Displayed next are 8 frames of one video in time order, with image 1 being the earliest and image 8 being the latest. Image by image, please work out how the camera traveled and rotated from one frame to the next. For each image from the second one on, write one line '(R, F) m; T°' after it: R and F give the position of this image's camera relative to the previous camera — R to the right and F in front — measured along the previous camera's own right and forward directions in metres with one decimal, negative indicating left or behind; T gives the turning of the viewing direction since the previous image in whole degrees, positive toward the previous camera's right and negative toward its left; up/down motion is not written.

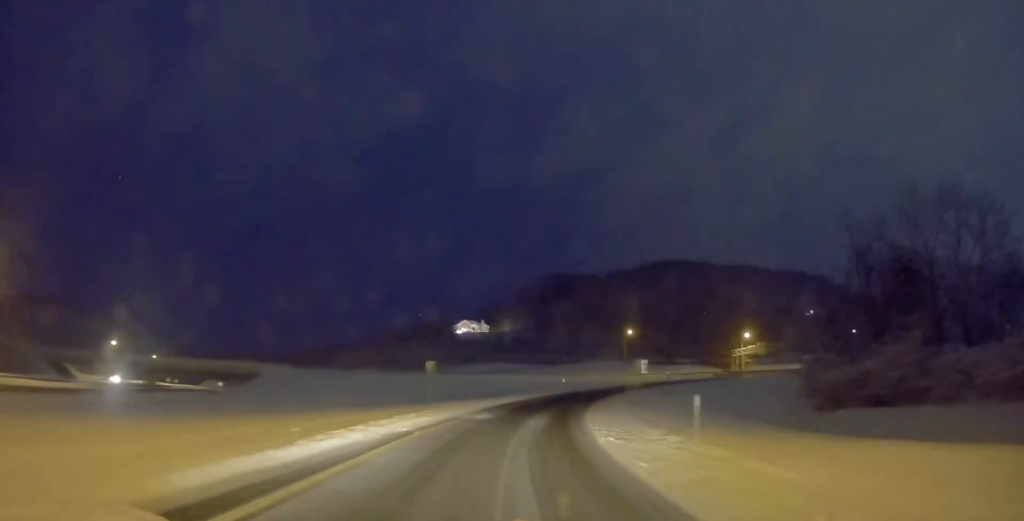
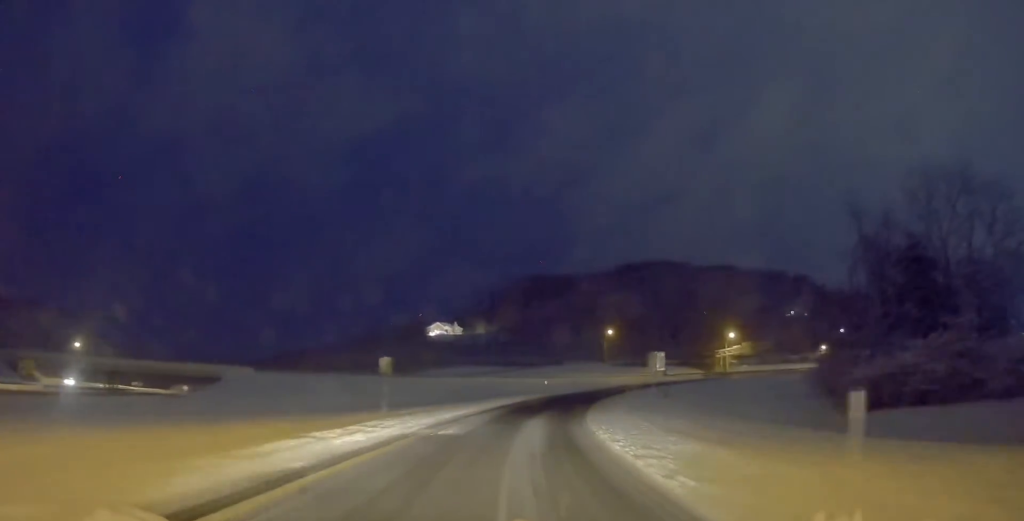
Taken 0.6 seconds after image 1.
(+0.4, +7.6) m; +4°
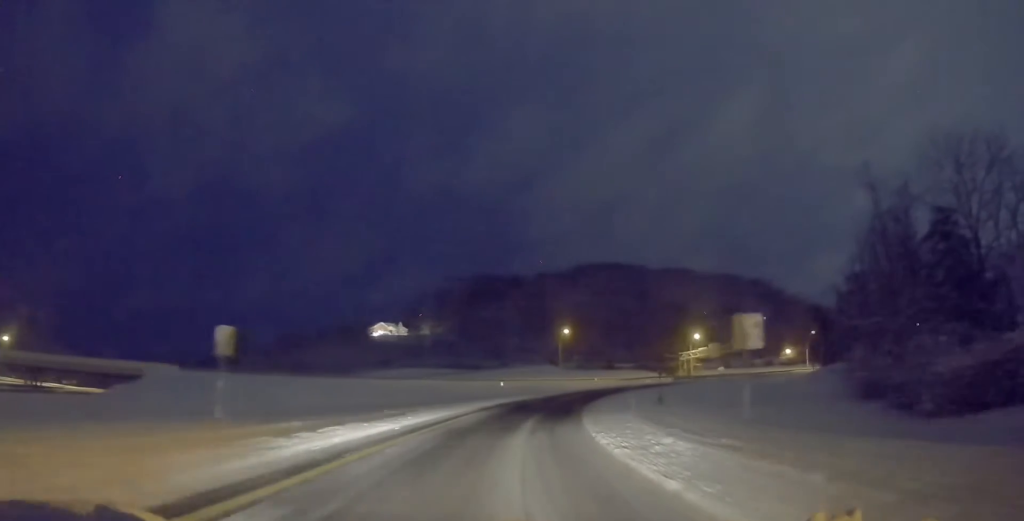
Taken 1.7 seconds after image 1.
(+0.8, +13.6) m; +4°
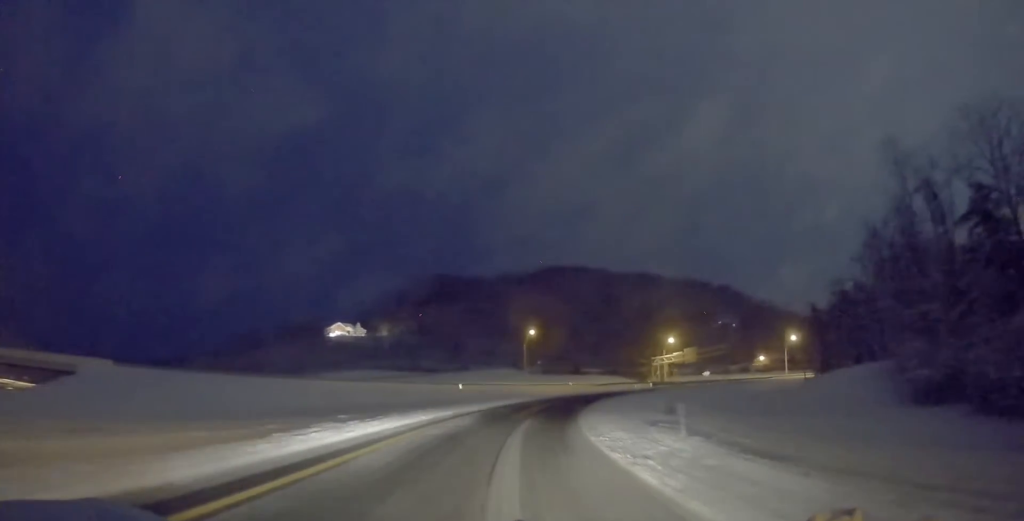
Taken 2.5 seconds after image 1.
(+0.2, +10.9) m; +2°
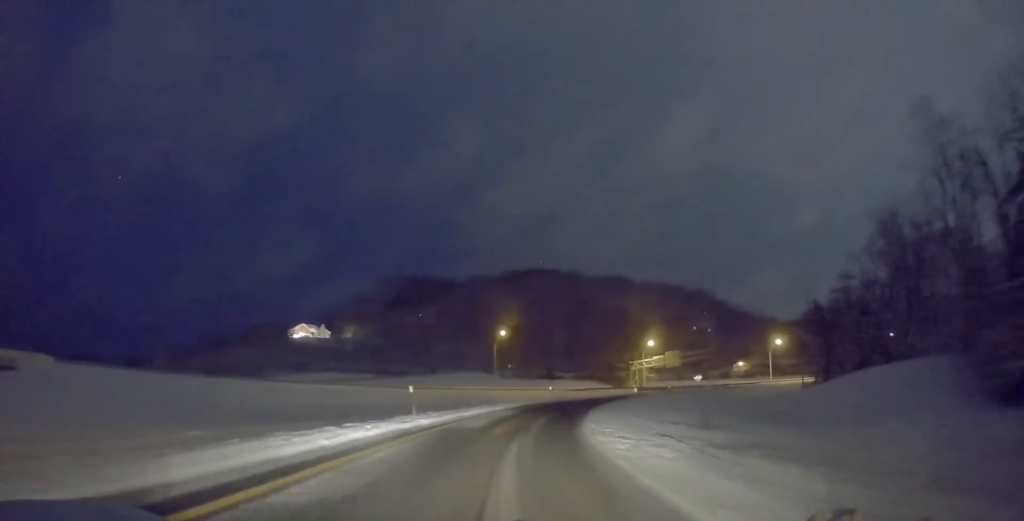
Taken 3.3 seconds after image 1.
(0.0, +9.9) m; +3°
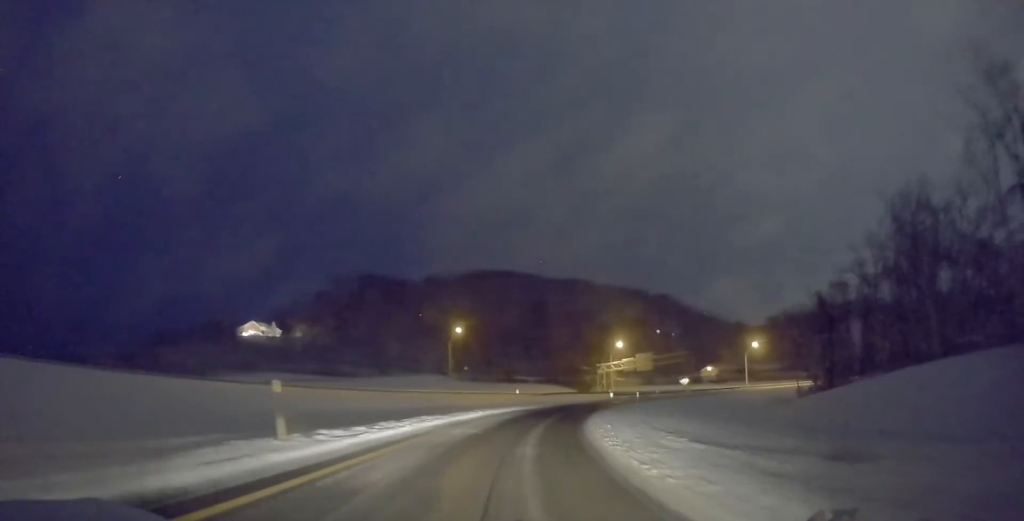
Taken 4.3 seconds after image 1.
(+0.6, +11.8) m; +5°
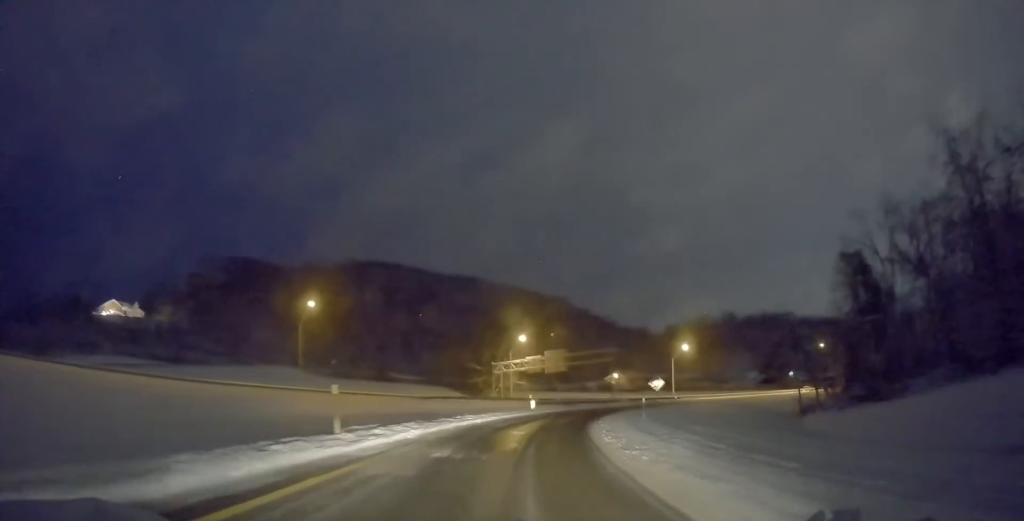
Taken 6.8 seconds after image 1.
(+3.1, +29.9) m; +15°
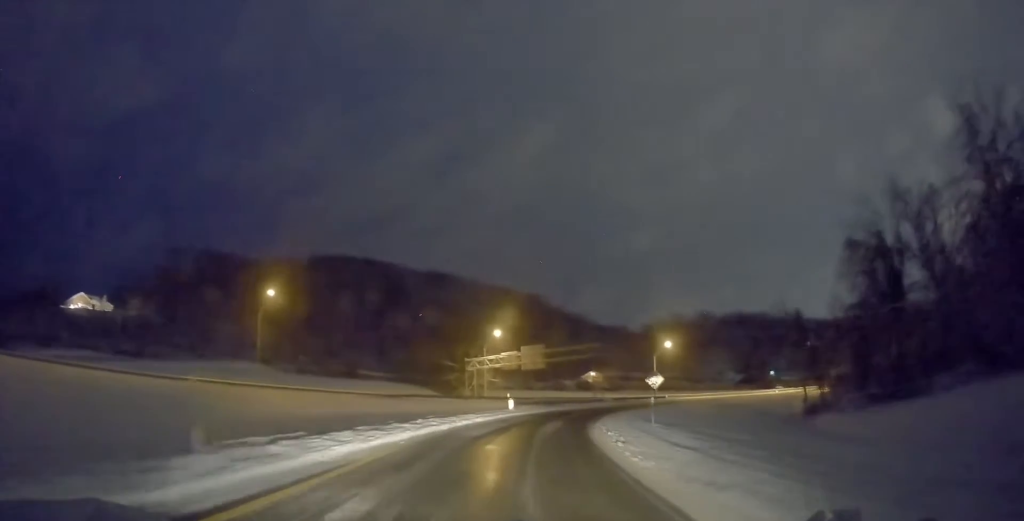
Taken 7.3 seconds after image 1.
(+0.2, +6.3) m; +3°
